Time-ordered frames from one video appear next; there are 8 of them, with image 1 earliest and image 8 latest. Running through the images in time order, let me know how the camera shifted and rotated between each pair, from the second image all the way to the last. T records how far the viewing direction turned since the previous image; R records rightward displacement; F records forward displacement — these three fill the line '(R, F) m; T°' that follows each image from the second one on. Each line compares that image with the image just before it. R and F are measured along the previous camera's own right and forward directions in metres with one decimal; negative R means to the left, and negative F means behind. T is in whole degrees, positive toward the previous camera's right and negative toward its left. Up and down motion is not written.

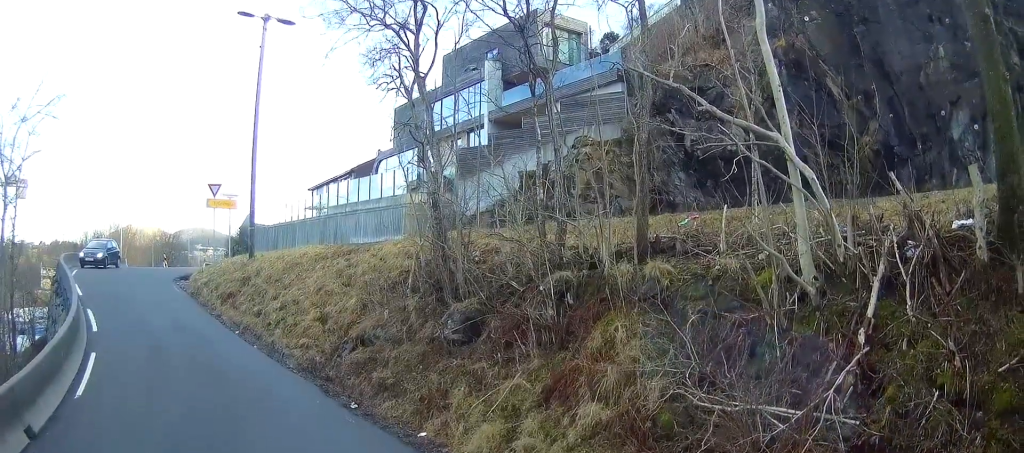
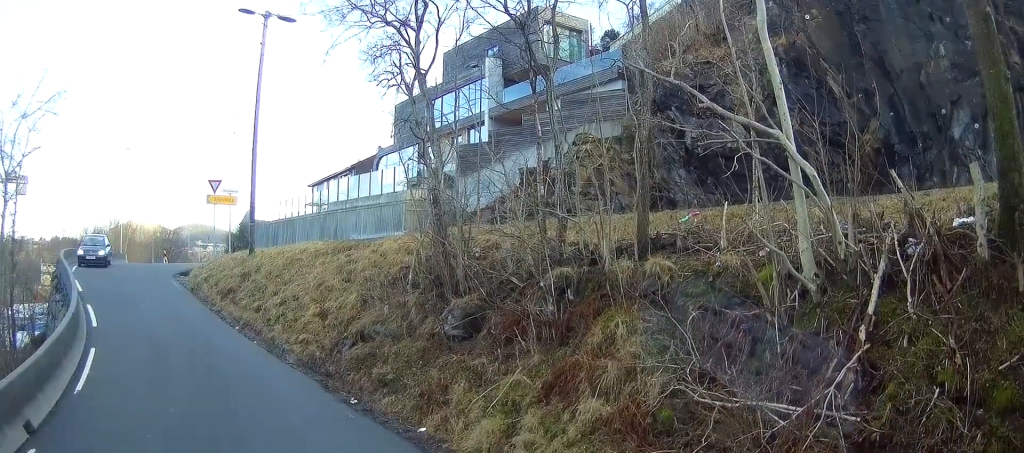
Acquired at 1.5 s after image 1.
(0.0, +0.9) m; 0°
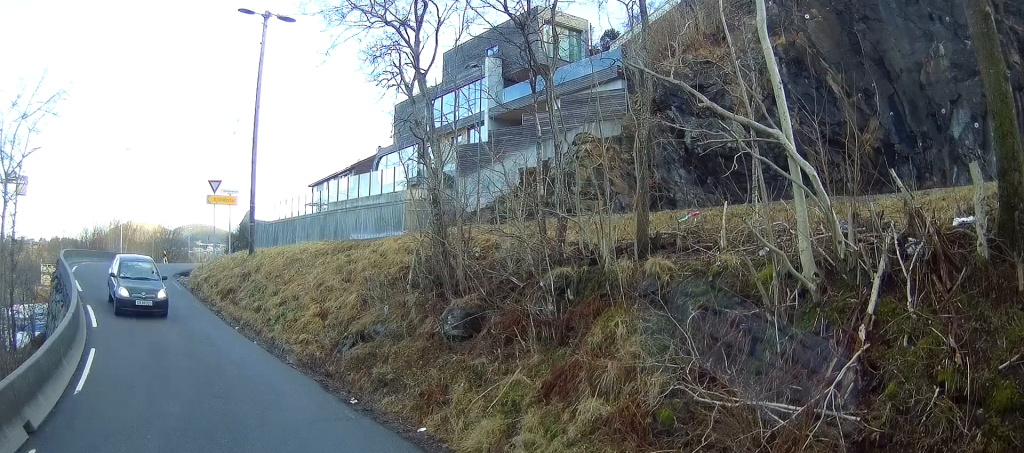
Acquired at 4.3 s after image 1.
(0.0, 0.0) m; 0°
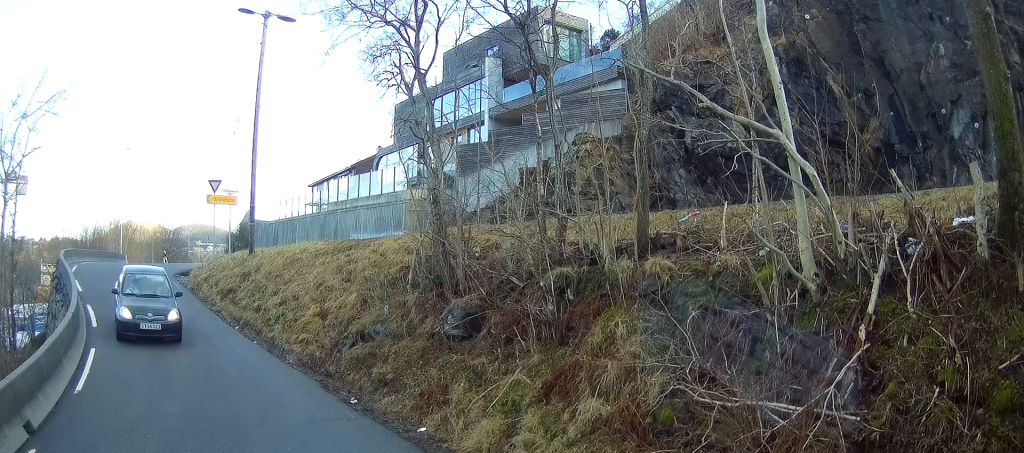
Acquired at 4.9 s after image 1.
(0.0, 0.0) m; 0°
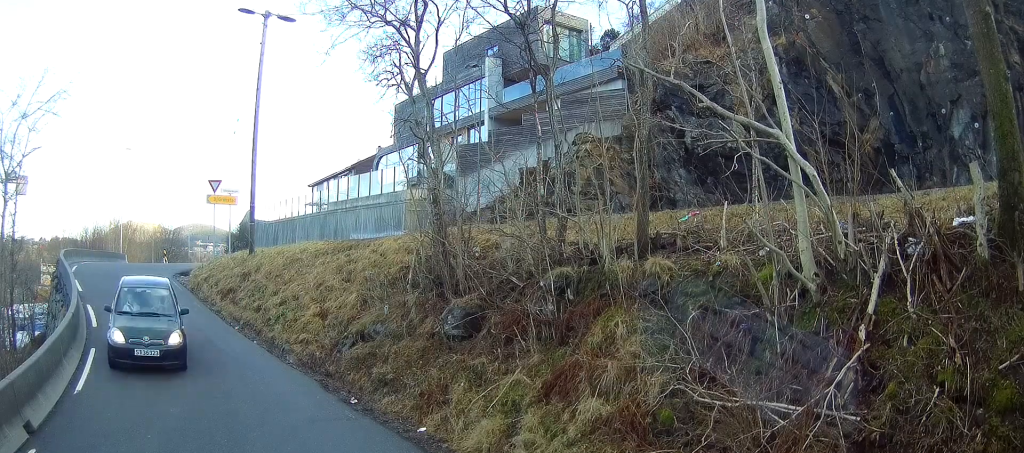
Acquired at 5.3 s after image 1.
(0.0, 0.0) m; 0°
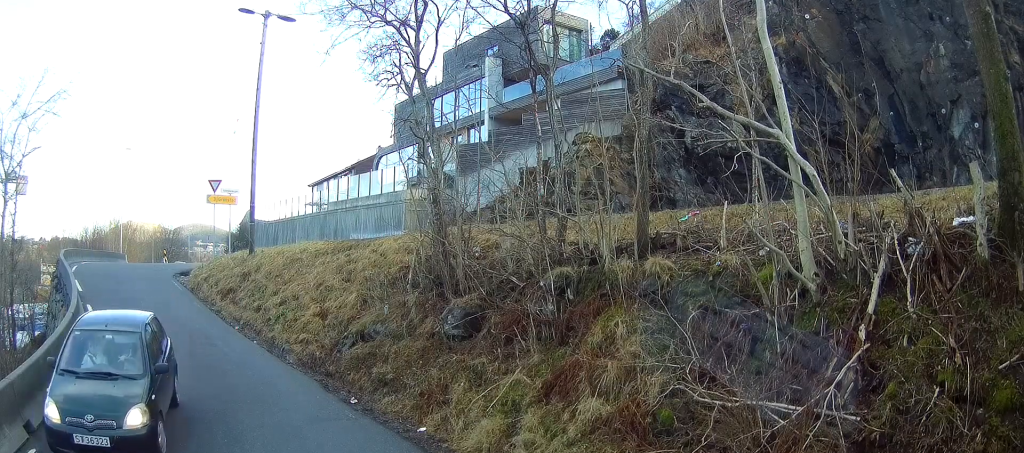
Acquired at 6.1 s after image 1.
(0.0, +0.3) m; 0°
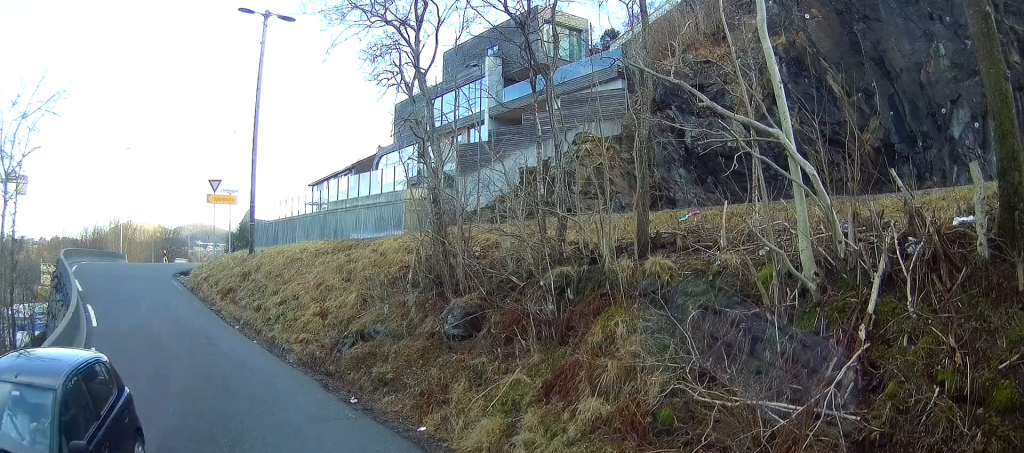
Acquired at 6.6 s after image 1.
(-0.1, +0.2) m; 0°
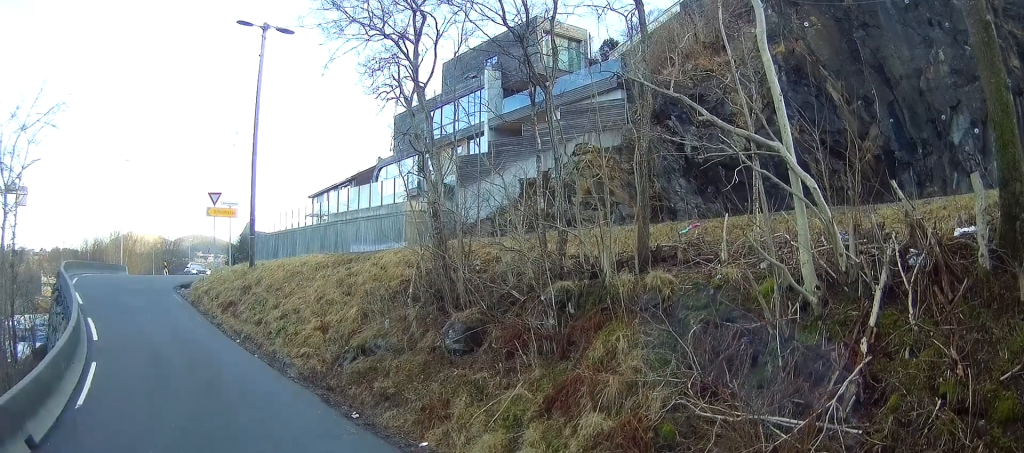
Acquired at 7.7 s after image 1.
(-0.2, +0.6) m; 0°
